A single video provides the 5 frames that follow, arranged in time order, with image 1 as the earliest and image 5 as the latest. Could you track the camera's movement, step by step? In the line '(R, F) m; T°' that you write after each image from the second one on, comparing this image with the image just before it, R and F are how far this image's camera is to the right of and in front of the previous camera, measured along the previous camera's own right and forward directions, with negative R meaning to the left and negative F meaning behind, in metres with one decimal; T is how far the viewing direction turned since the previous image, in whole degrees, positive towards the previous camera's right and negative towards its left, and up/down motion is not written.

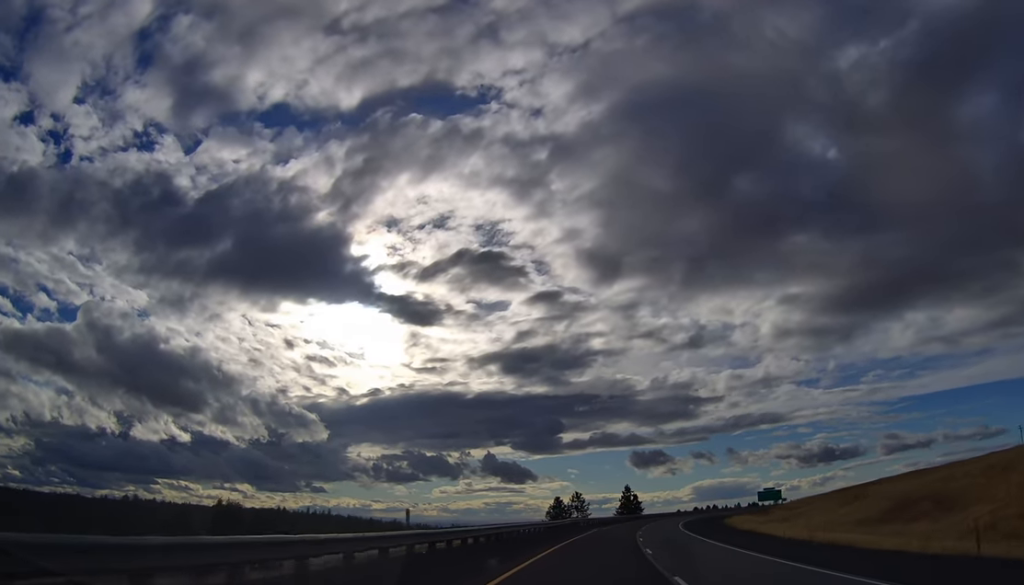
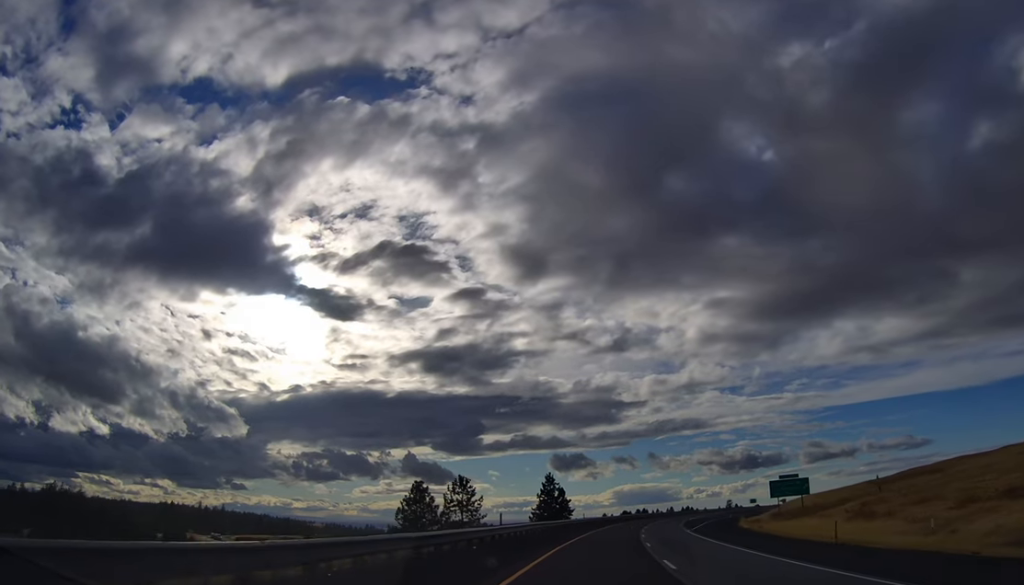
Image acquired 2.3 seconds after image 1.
(+4.6, +67.8) m; +7°
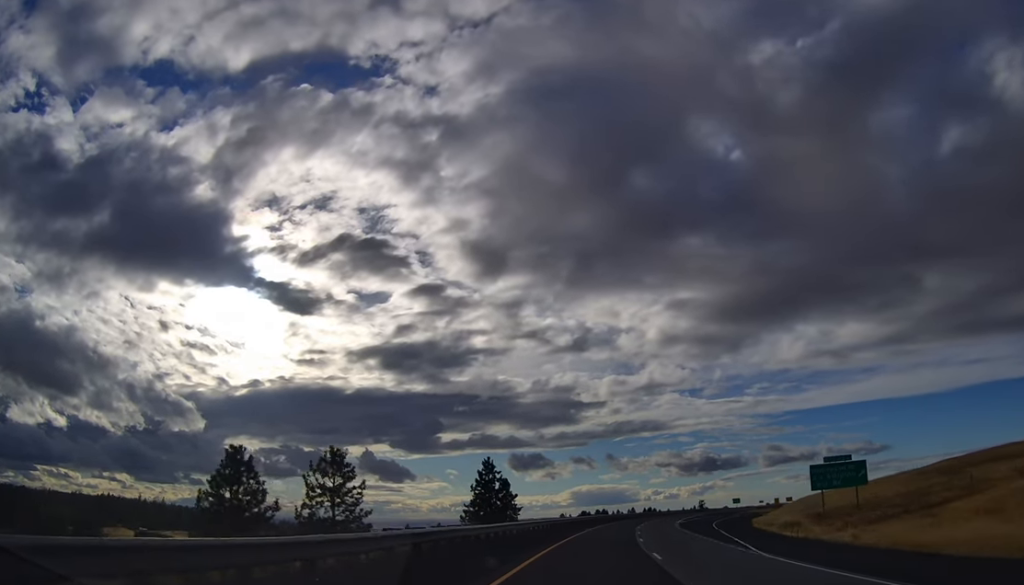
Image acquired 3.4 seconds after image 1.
(+0.5, +34.2) m; +3°
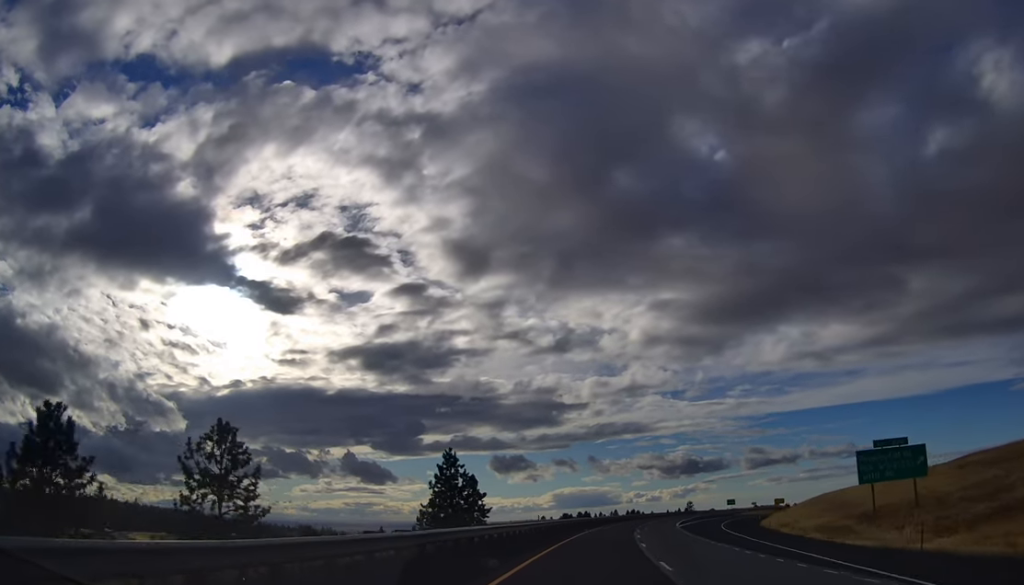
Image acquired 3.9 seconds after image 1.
(+0.4, +16.0) m; +2°
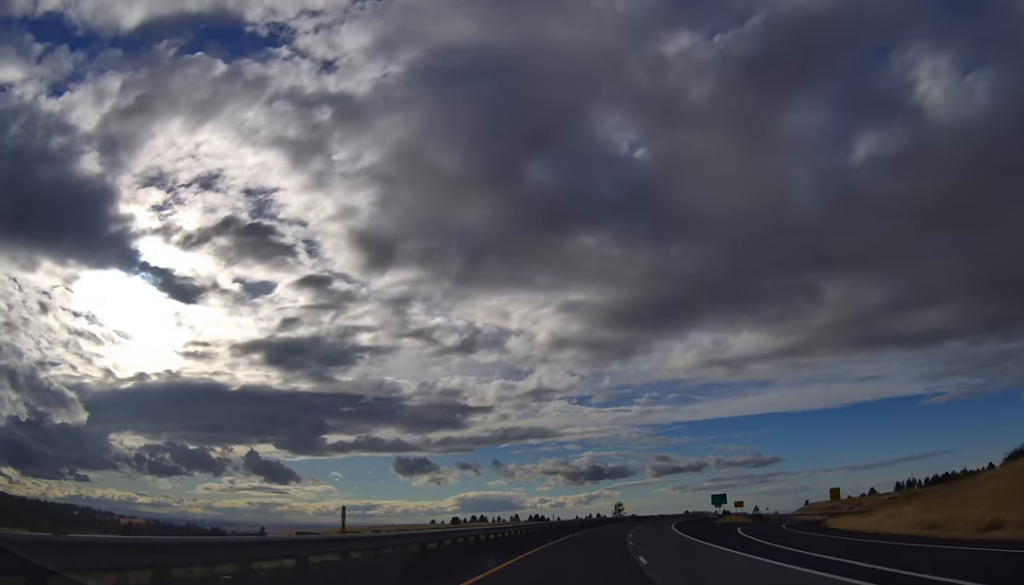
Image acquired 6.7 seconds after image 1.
(+6.5, +83.6) m; +8°
